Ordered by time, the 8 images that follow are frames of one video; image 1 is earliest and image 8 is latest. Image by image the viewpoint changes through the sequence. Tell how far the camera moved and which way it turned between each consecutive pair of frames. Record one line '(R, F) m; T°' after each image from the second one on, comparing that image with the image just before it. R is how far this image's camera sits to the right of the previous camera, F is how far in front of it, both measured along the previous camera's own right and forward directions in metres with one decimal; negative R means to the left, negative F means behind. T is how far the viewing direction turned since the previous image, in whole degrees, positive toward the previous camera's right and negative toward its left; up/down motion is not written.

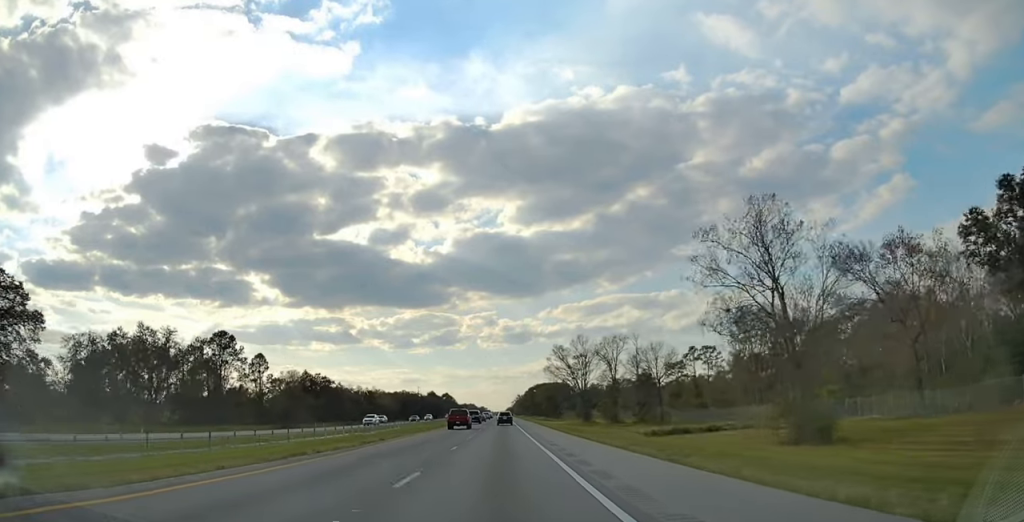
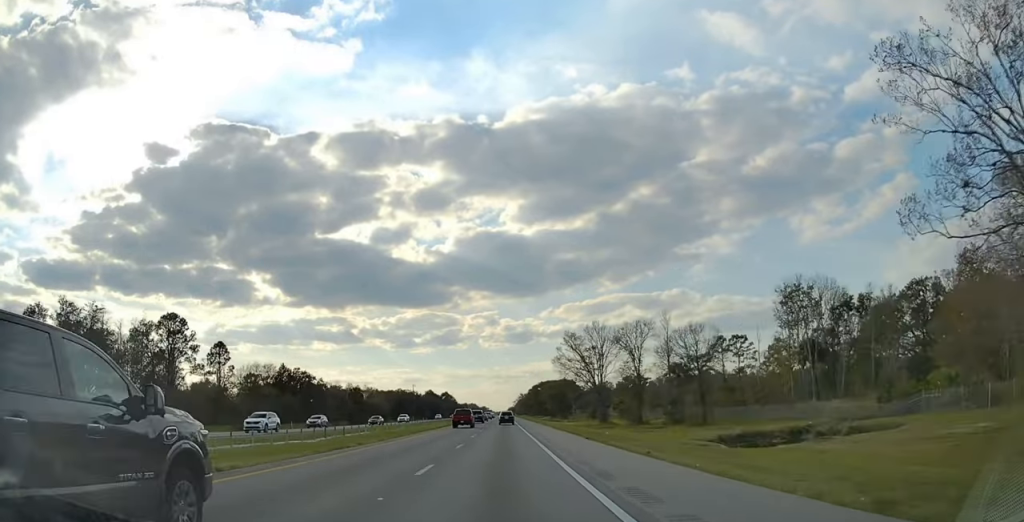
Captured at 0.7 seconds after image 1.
(-0.1, +21.9) m; 0°
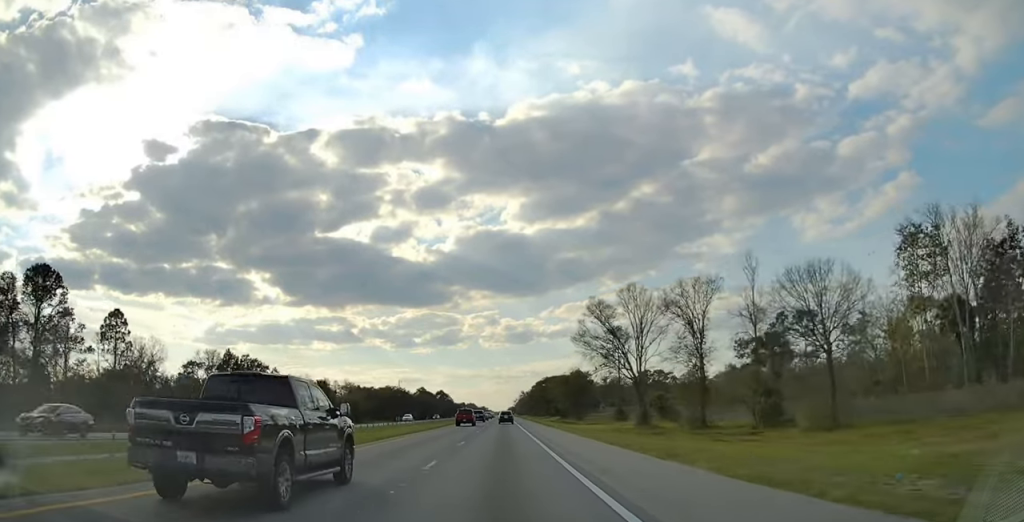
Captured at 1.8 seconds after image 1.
(0.0, +35.5) m; 0°
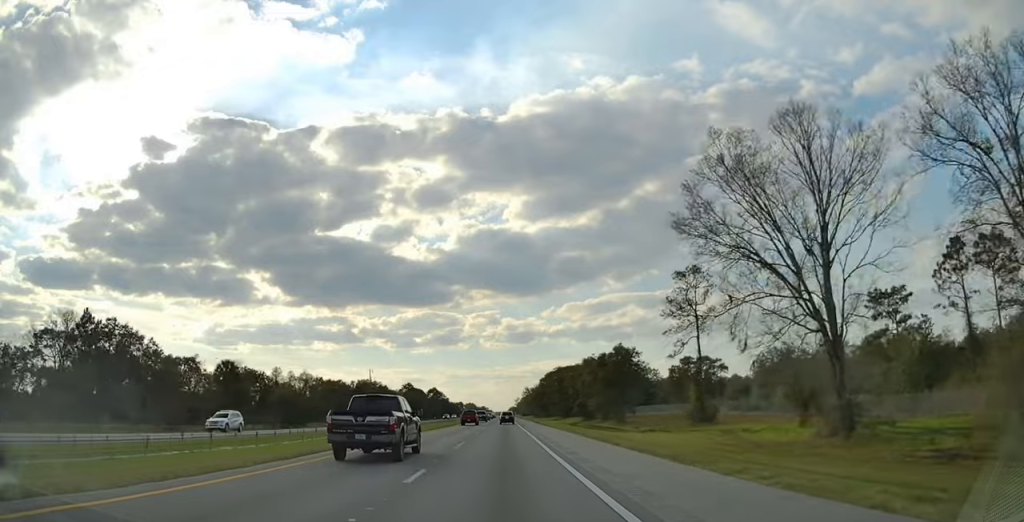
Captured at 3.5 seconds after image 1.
(-0.1, +52.3) m; 0°
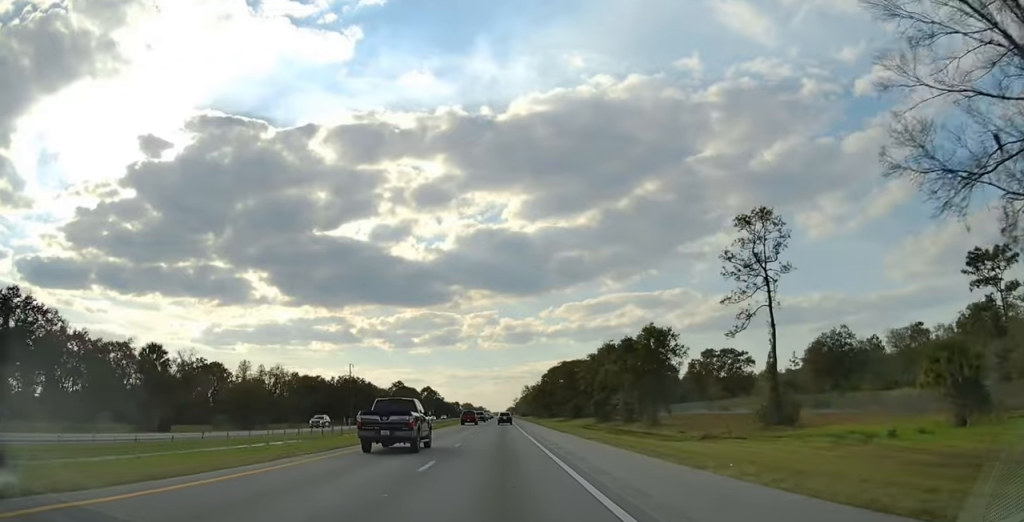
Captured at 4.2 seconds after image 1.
(+0.1, +22.0) m; 0°
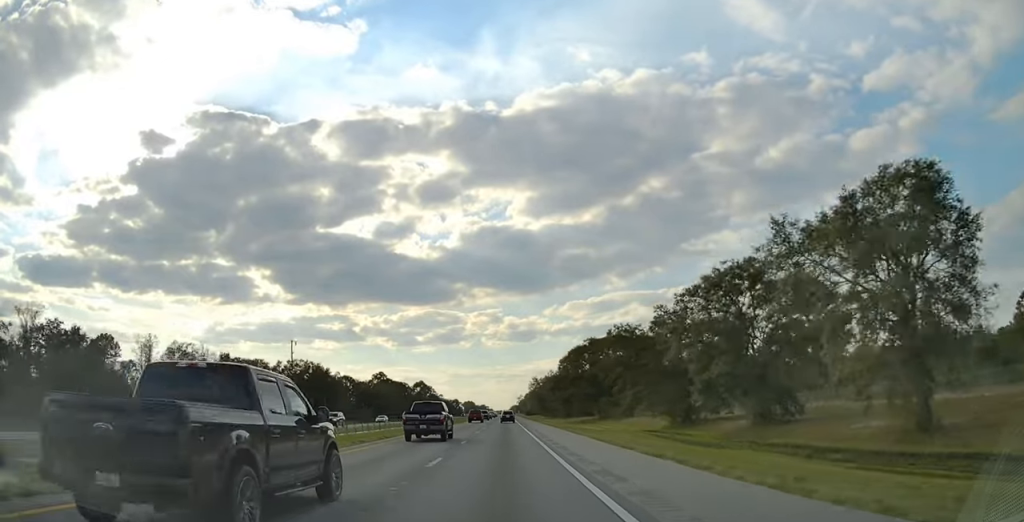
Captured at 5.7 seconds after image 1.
(0.0, +48.0) m; 0°
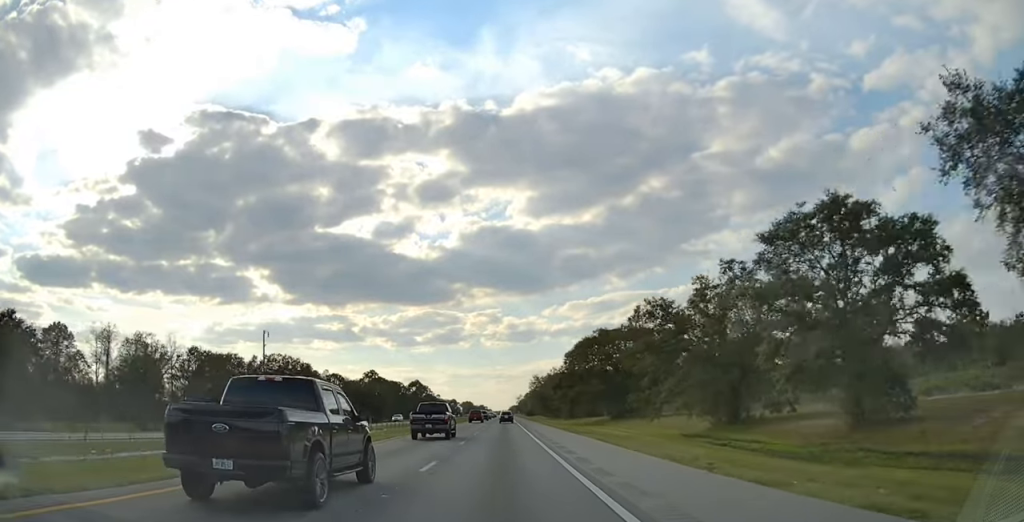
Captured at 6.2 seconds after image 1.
(0.0, +13.5) m; 0°
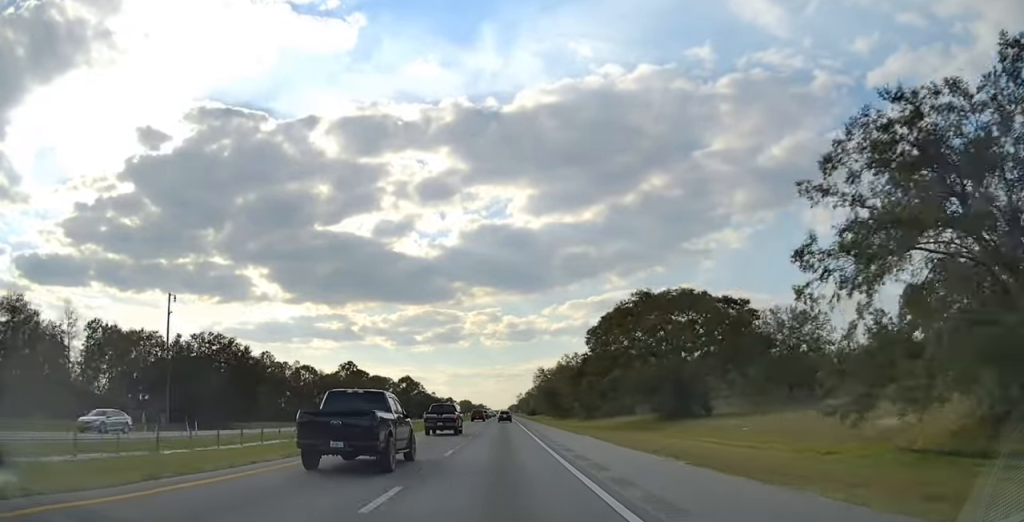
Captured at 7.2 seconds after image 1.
(-0.2, +31.4) m; 0°
